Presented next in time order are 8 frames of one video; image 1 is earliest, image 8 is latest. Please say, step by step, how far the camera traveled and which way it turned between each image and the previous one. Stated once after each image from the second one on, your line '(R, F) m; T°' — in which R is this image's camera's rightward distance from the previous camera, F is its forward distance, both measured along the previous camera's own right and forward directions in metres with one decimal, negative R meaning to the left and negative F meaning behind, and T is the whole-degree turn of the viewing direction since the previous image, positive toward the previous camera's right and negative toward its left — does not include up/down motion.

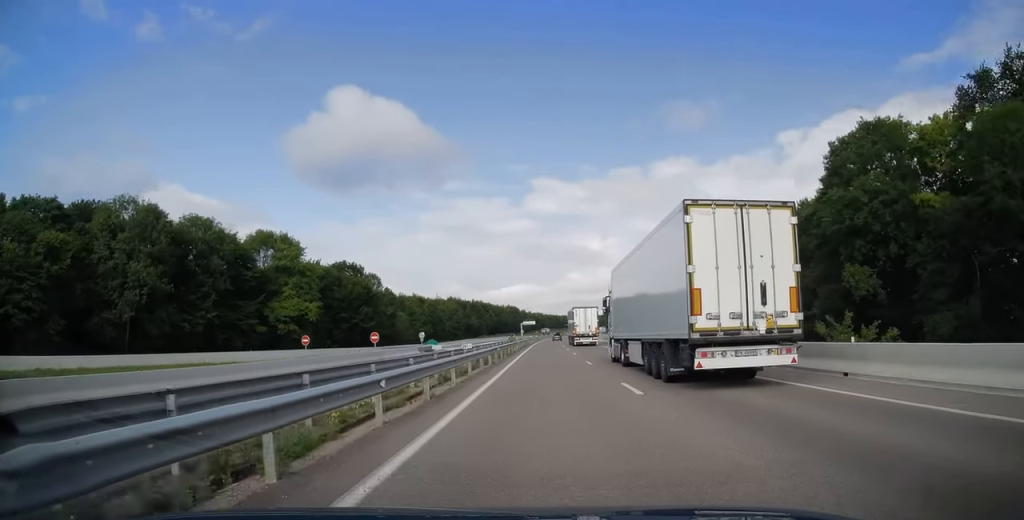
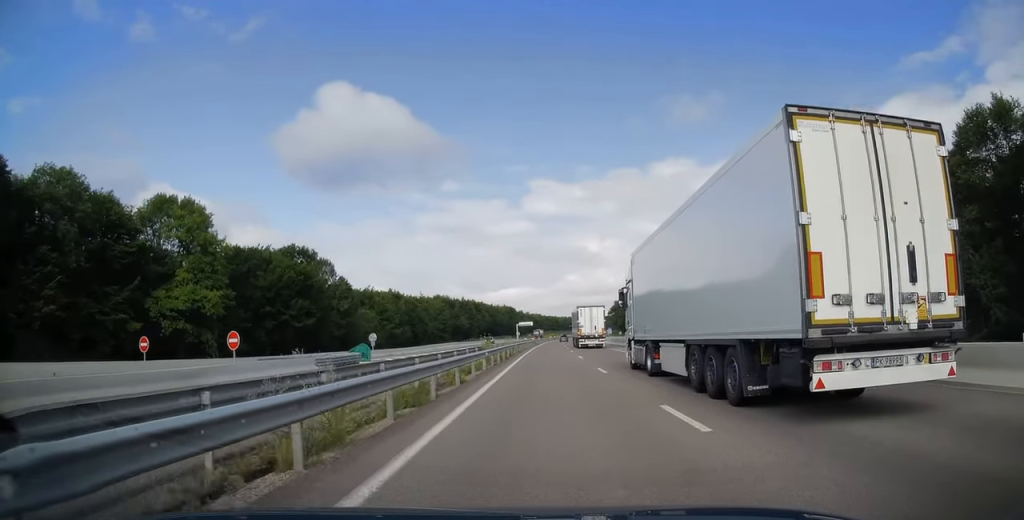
(-0.3, +31.2) m; 0°
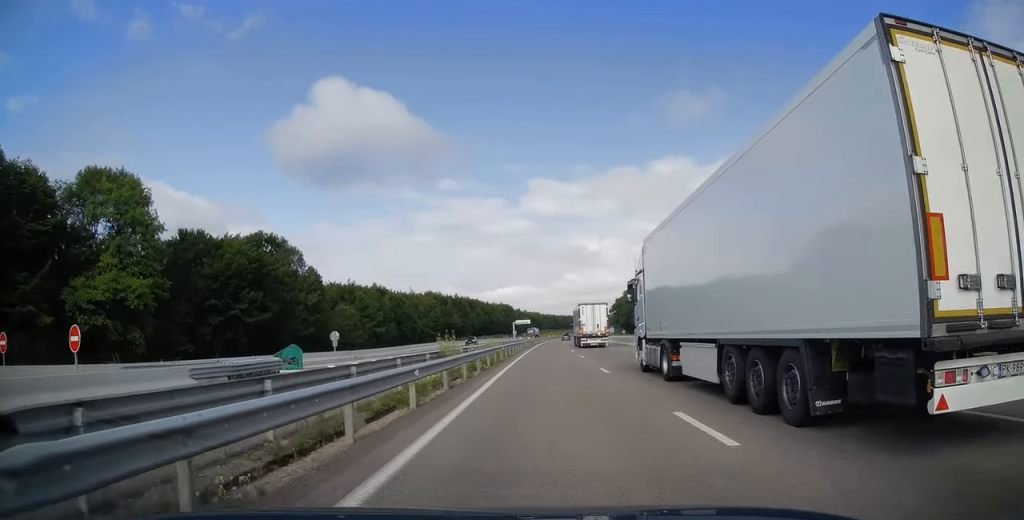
(+0.1, +14.1) m; 0°
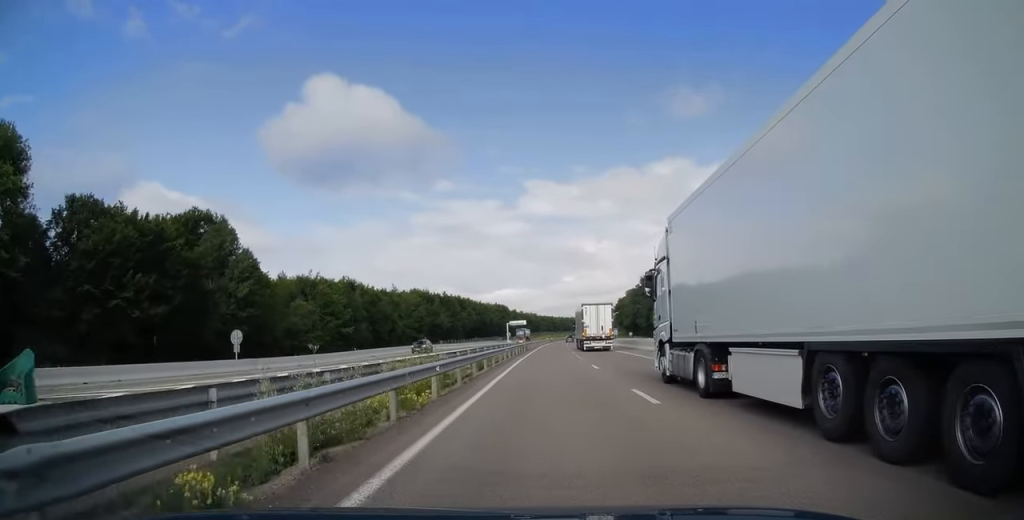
(+0.2, +21.4) m; +1°
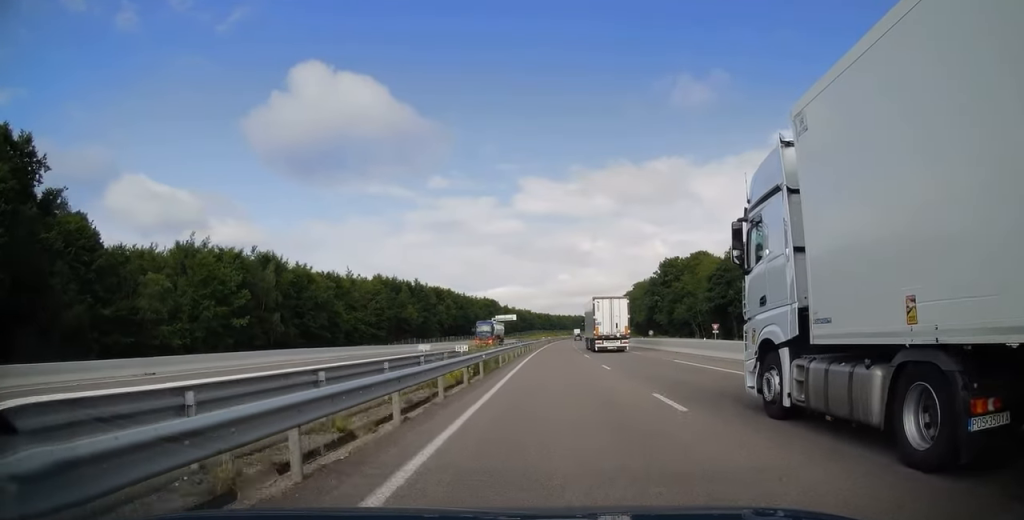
(+0.4, +40.4) m; +1°
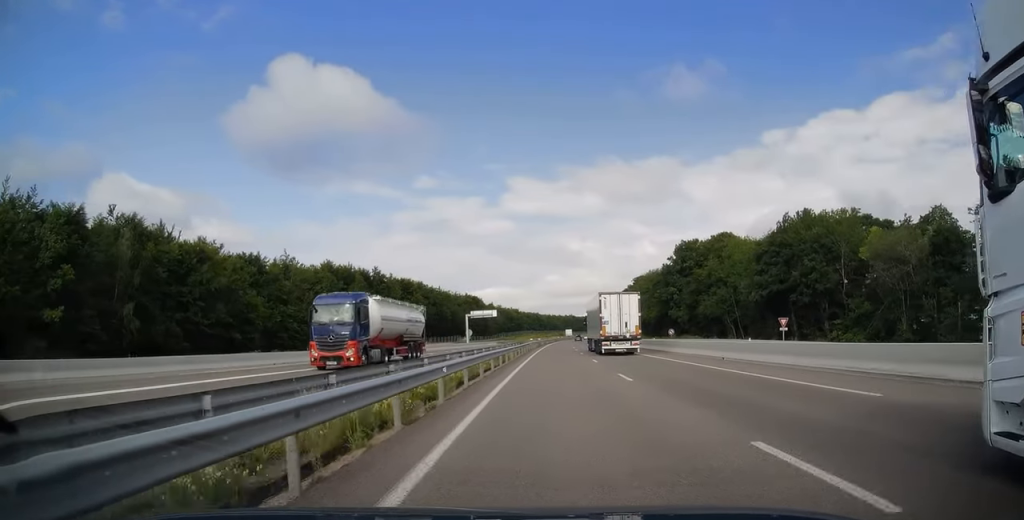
(+0.3, +32.1) m; +1°
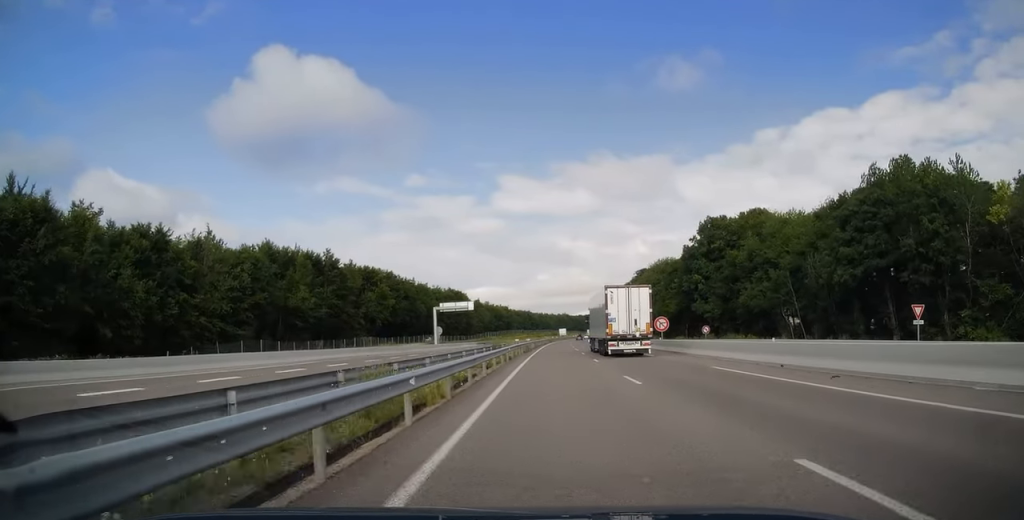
(0.0, +27.2) m; 0°
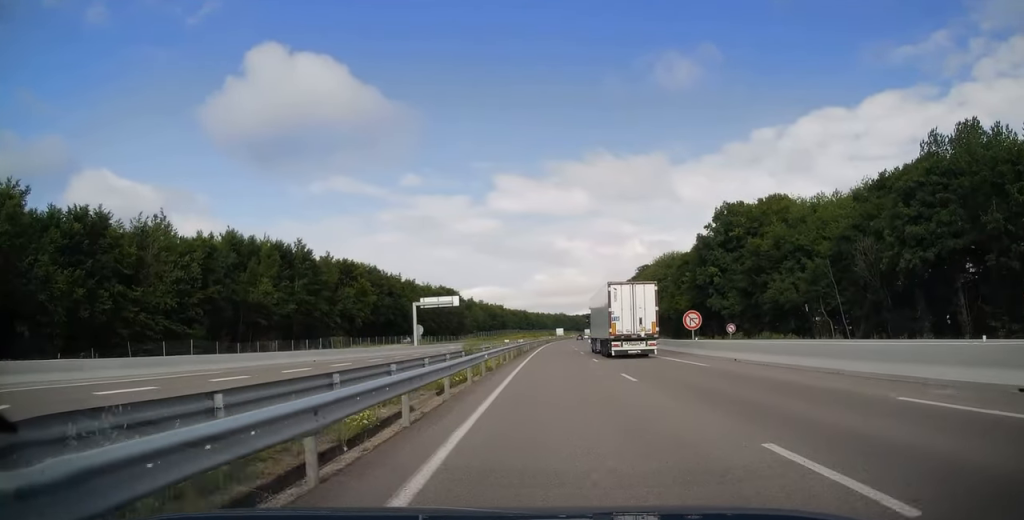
(-0.1, +12.2) m; 0°
